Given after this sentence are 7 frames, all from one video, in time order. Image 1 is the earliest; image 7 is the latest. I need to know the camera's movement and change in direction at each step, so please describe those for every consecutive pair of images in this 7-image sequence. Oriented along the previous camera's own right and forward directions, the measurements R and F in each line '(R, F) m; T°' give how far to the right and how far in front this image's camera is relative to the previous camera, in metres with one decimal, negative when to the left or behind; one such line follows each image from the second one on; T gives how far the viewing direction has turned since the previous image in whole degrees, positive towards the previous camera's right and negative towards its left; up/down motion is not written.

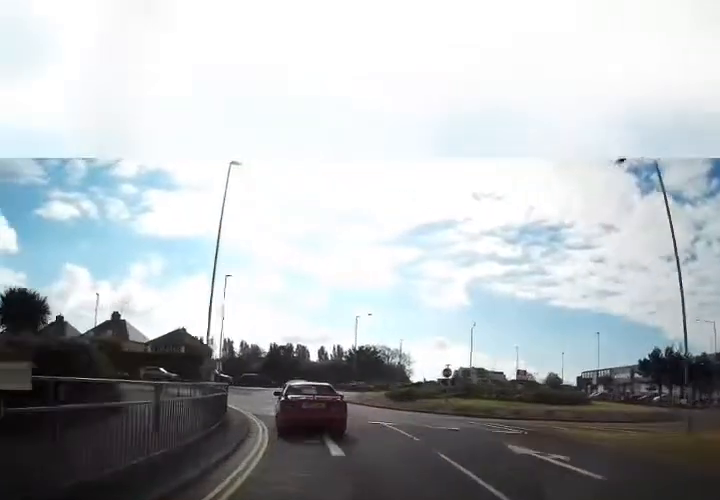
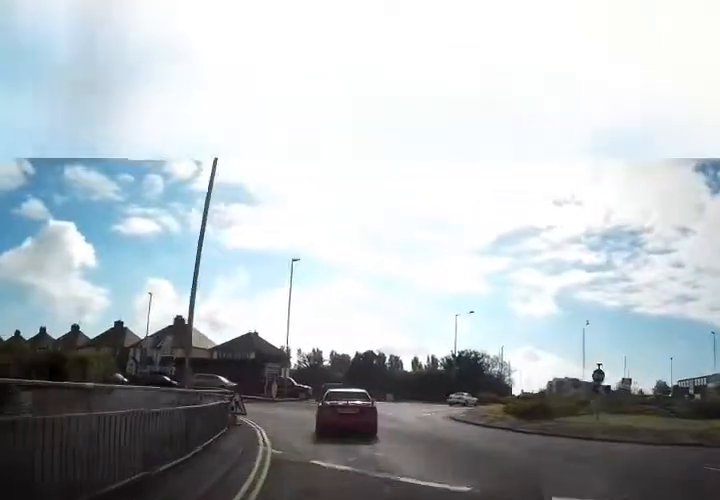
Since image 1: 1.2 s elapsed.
(-0.4, +9.0) m; -7°
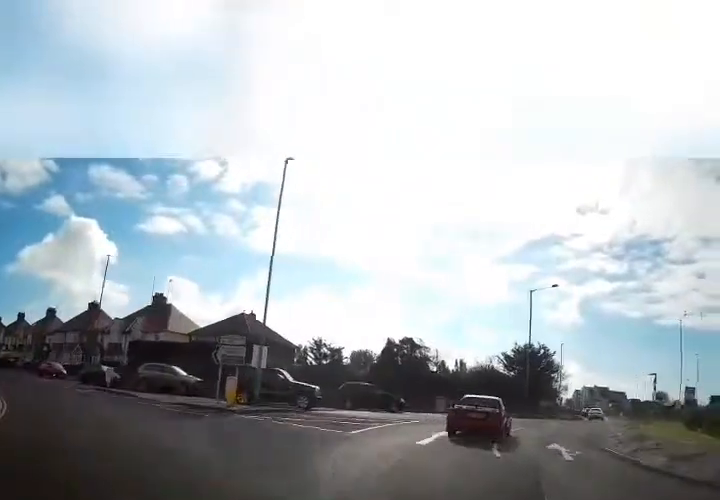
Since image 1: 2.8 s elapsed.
(-1.1, +14.1) m; -1°
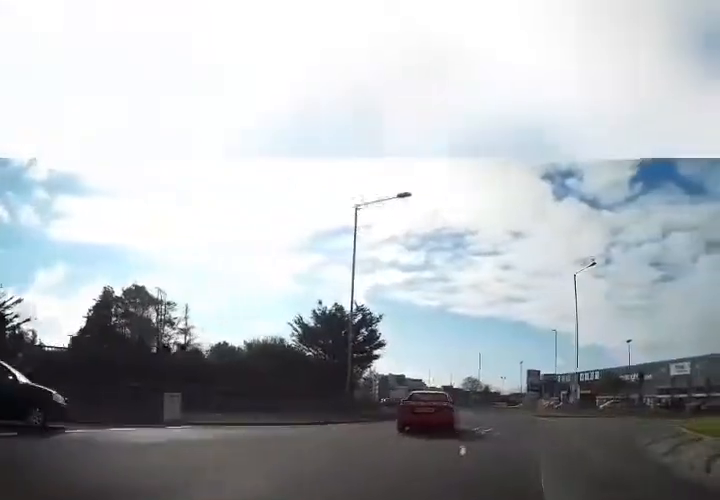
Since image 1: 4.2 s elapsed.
(+1.7, +15.0) m; +20°
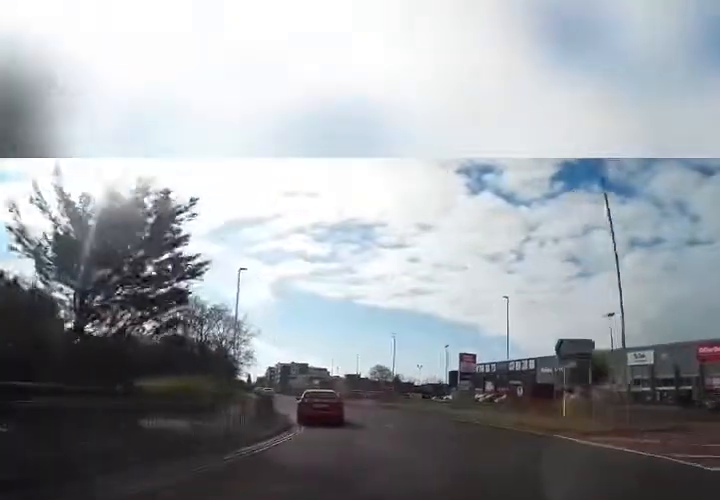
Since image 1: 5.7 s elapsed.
(+3.5, +17.3) m; +12°
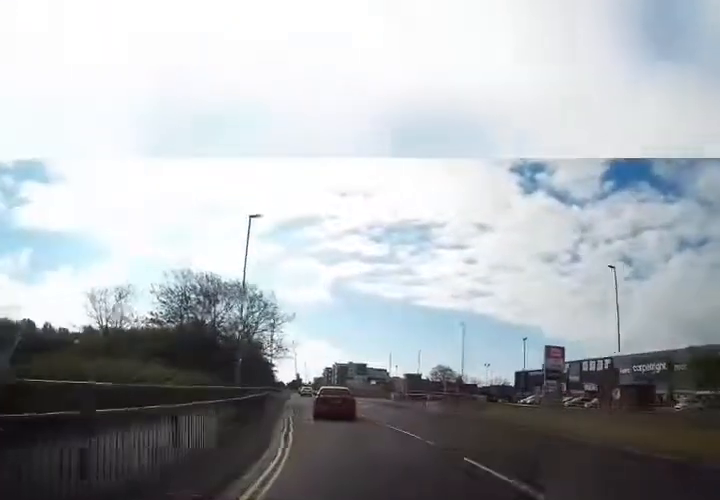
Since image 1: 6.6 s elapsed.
(-0.1, +10.9) m; -4°
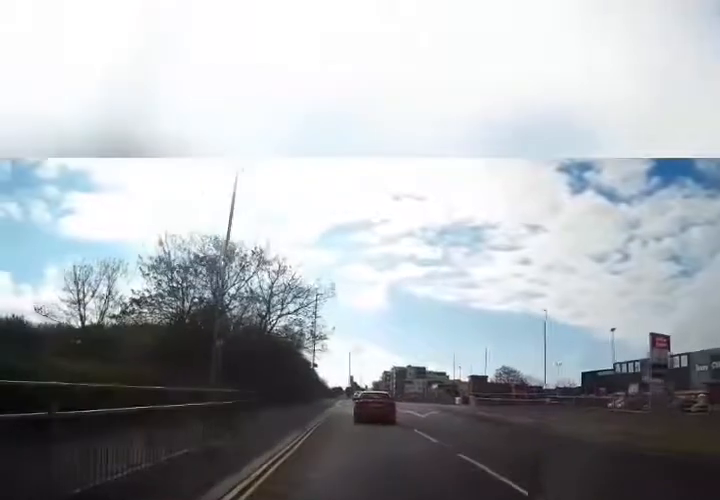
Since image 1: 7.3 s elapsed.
(-0.4, +9.7) m; -5°
